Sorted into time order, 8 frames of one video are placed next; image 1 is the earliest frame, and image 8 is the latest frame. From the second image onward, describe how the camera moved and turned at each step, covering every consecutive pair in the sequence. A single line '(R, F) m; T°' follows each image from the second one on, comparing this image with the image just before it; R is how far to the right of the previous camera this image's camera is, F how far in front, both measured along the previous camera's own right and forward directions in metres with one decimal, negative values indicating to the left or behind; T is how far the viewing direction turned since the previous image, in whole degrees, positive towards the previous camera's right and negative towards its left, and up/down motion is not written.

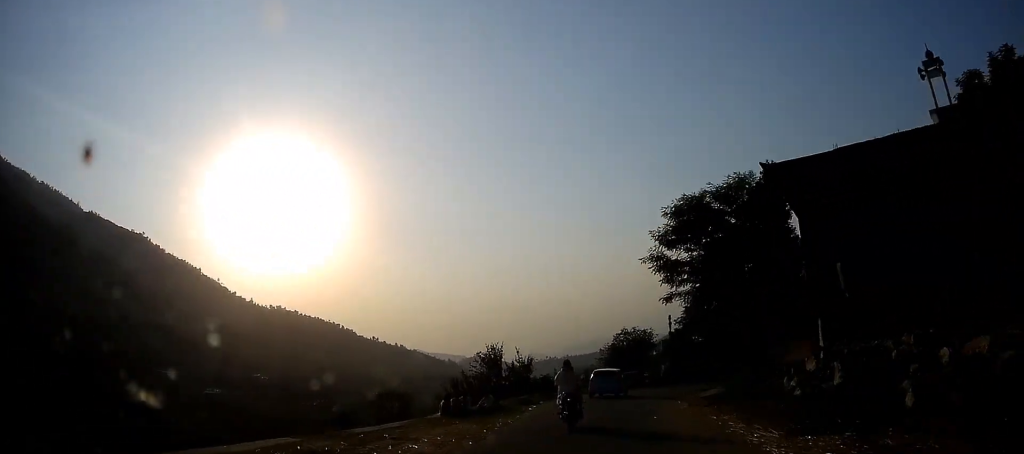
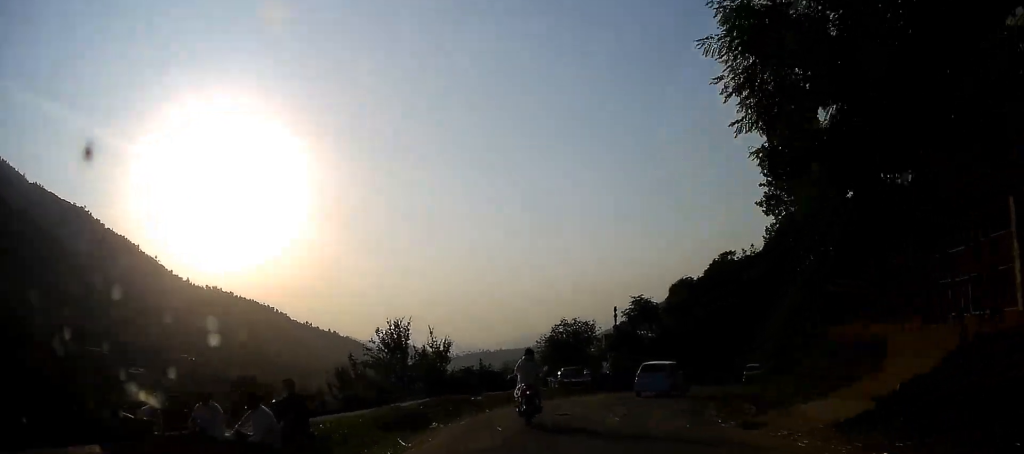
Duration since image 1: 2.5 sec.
(+1.4, +15.1) m; +9°
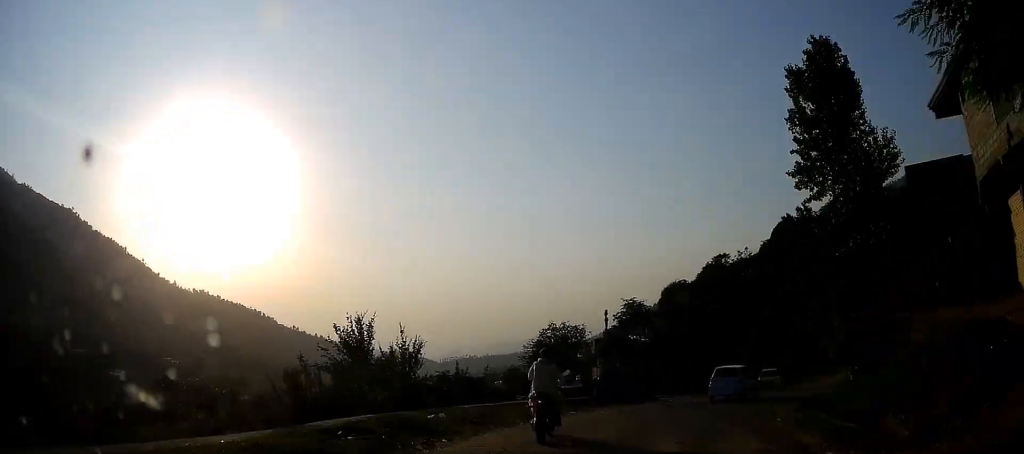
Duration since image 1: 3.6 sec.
(-0.1, +6.6) m; +4°
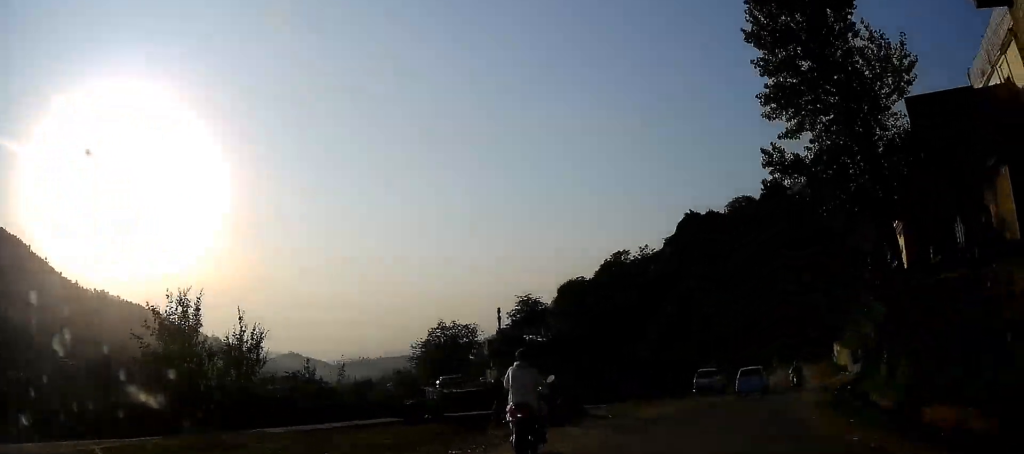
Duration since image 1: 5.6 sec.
(+1.1, +12.9) m; +15°
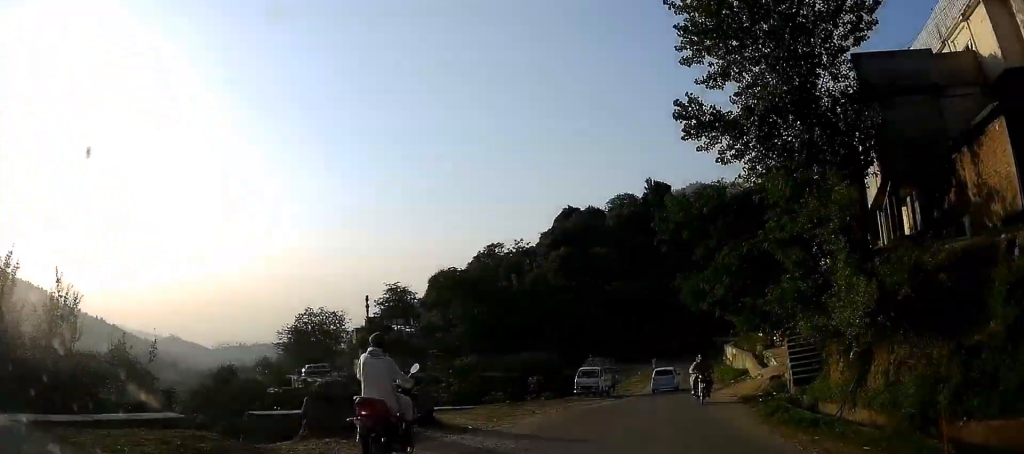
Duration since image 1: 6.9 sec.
(+1.4, +8.6) m; +8°
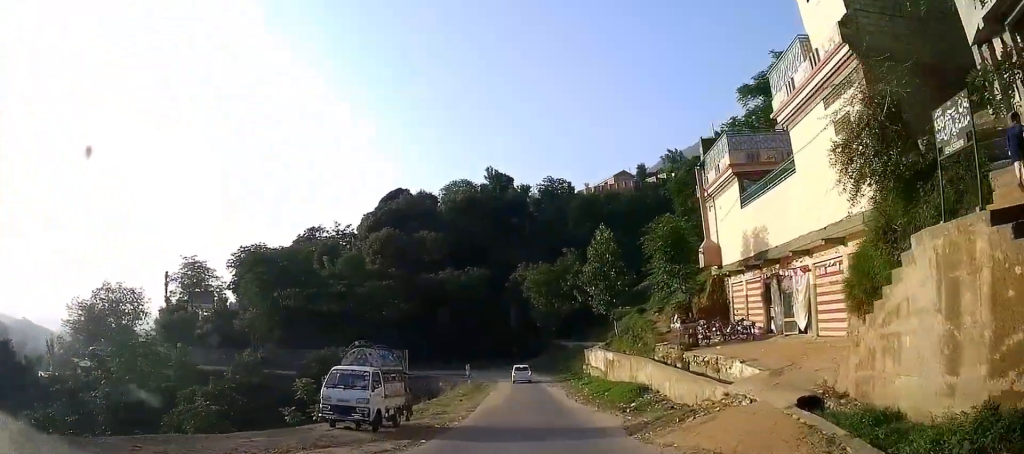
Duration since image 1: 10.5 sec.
(+2.2, +15.5) m; +13°
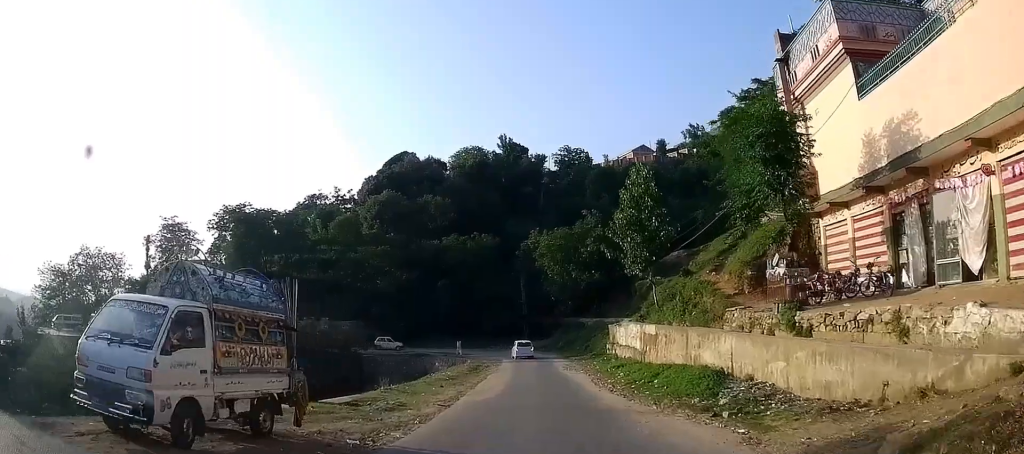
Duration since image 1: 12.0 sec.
(+0.2, +7.4) m; +2°
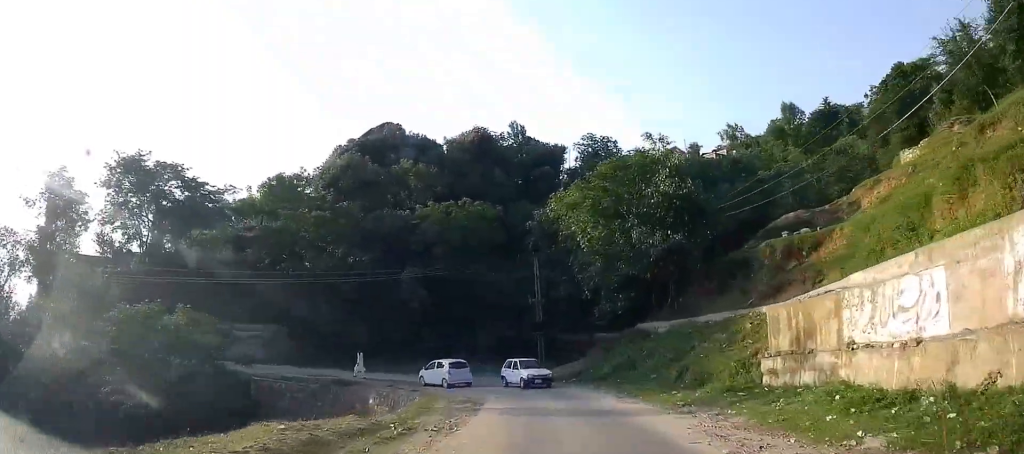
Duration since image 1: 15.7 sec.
(-0.3, +22.7) m; -4°
